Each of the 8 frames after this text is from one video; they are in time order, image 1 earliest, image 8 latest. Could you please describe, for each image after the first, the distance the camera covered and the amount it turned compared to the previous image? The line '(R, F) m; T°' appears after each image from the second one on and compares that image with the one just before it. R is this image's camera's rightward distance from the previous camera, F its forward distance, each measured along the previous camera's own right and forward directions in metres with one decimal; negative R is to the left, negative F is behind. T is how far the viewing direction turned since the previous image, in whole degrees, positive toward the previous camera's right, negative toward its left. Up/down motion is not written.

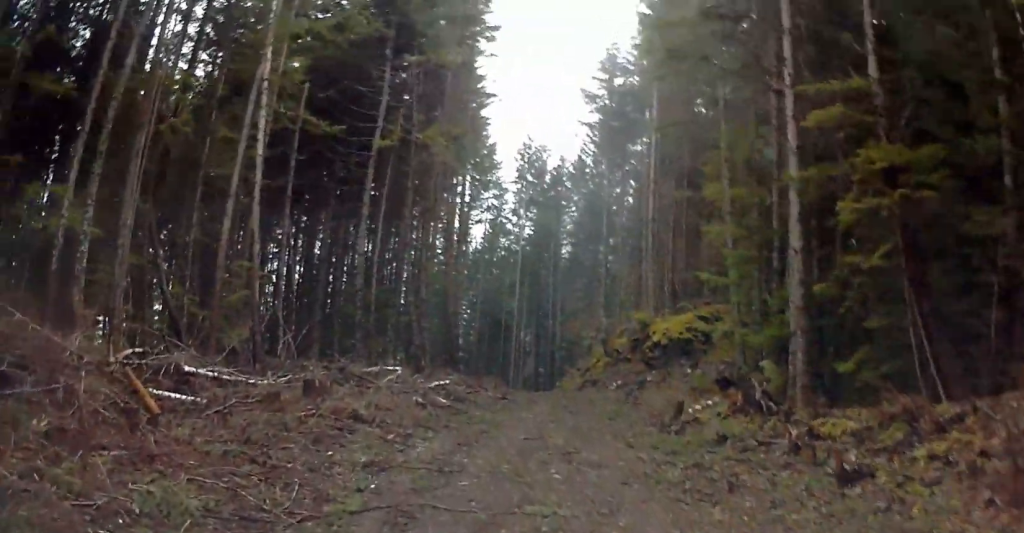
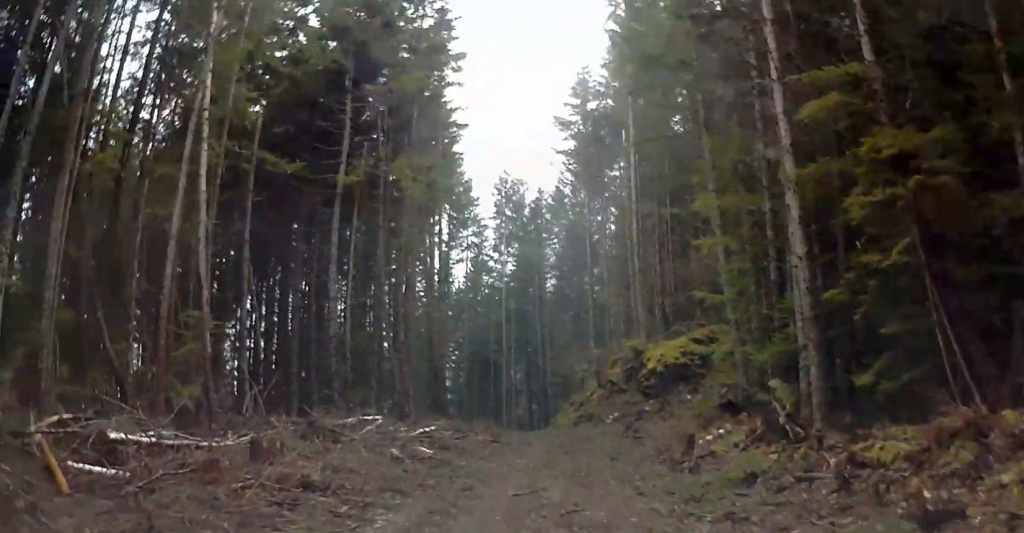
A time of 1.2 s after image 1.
(-0.2, +2.1) m; +6°
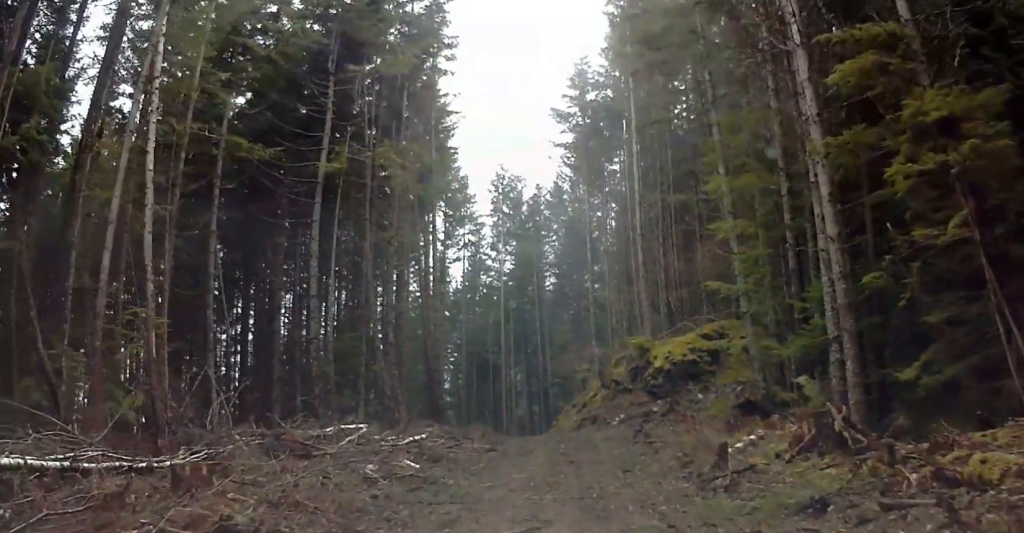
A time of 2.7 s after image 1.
(+0.5, +2.6) m; +7°
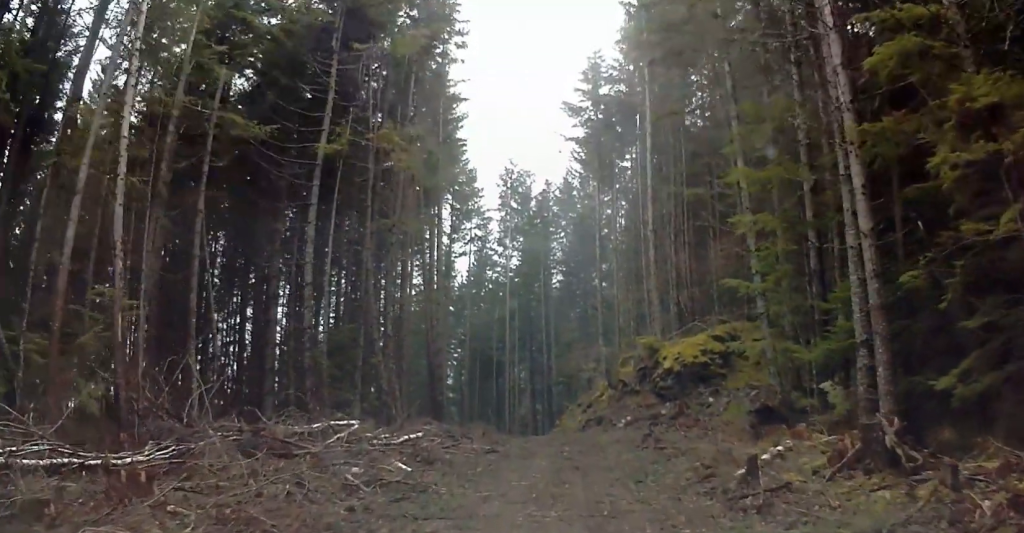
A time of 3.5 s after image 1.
(+0.2, +1.6) m; +4°
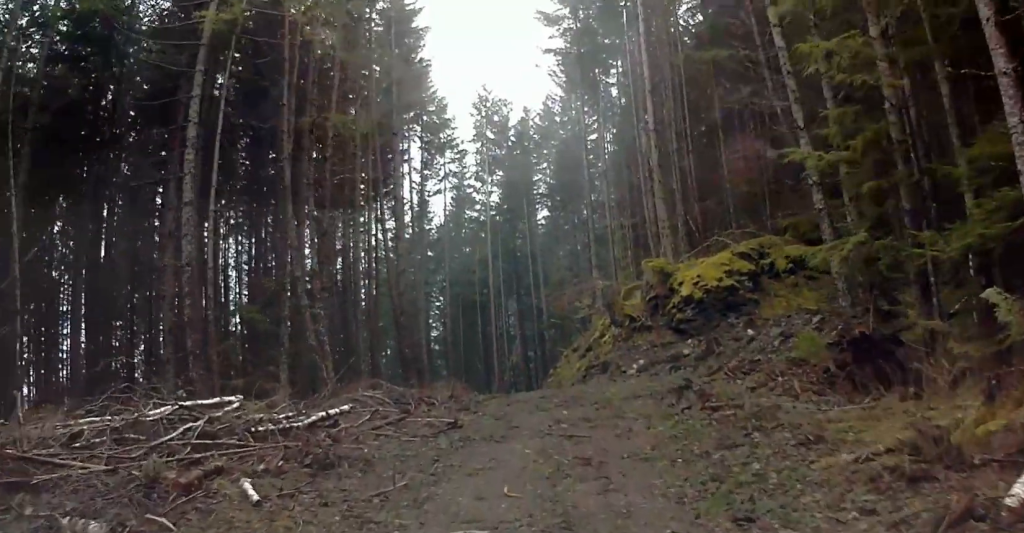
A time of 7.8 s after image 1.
(+0.4, +8.6) m; +2°
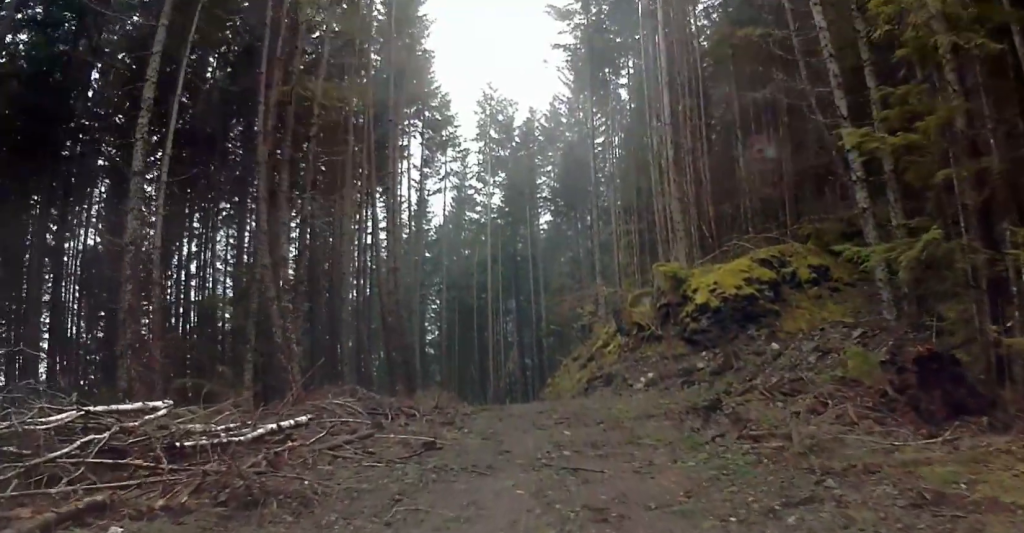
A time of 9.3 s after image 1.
(-0.3, +3.0) m; -6°
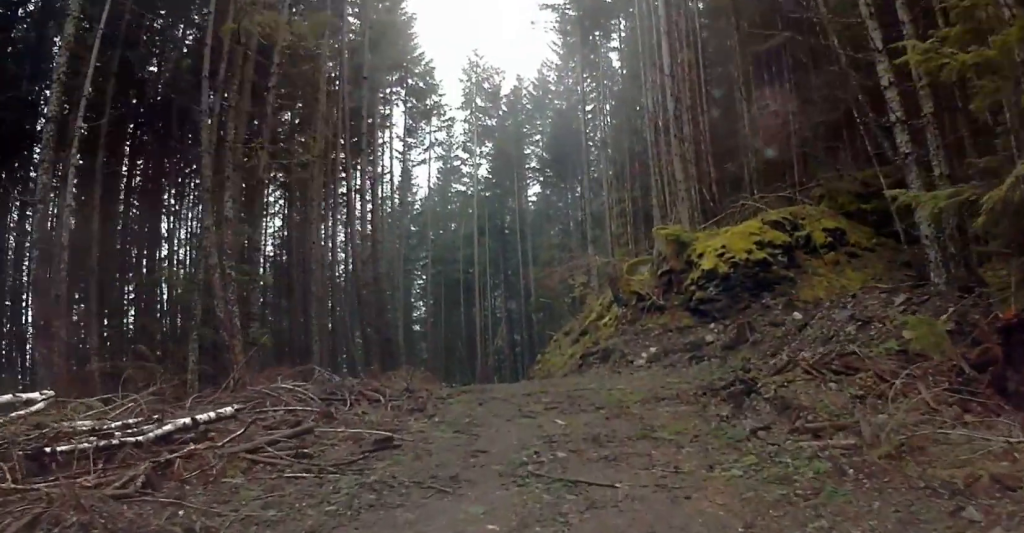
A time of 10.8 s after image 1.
(0.0, +3.1) m; +3°
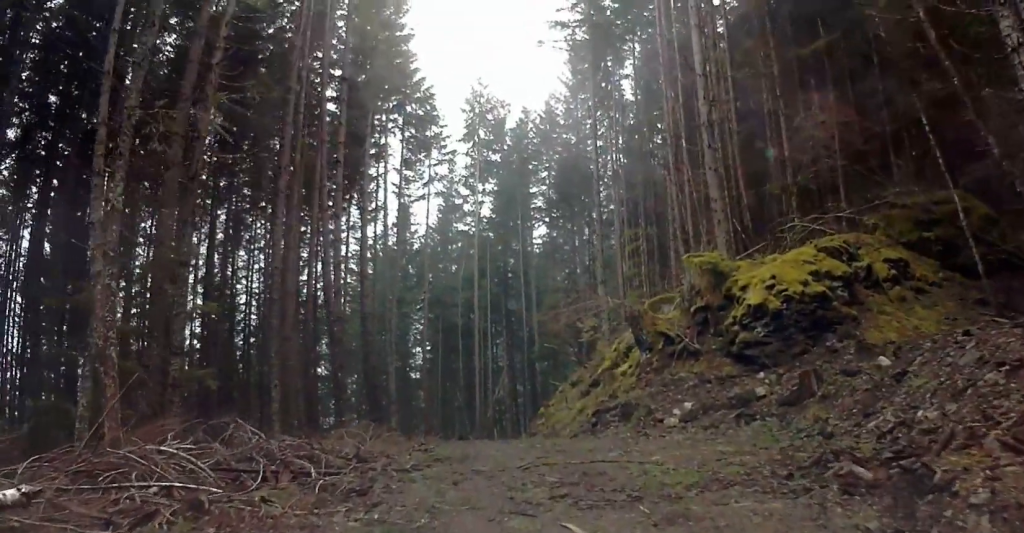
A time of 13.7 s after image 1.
(+0.6, +5.9) m; +13°
